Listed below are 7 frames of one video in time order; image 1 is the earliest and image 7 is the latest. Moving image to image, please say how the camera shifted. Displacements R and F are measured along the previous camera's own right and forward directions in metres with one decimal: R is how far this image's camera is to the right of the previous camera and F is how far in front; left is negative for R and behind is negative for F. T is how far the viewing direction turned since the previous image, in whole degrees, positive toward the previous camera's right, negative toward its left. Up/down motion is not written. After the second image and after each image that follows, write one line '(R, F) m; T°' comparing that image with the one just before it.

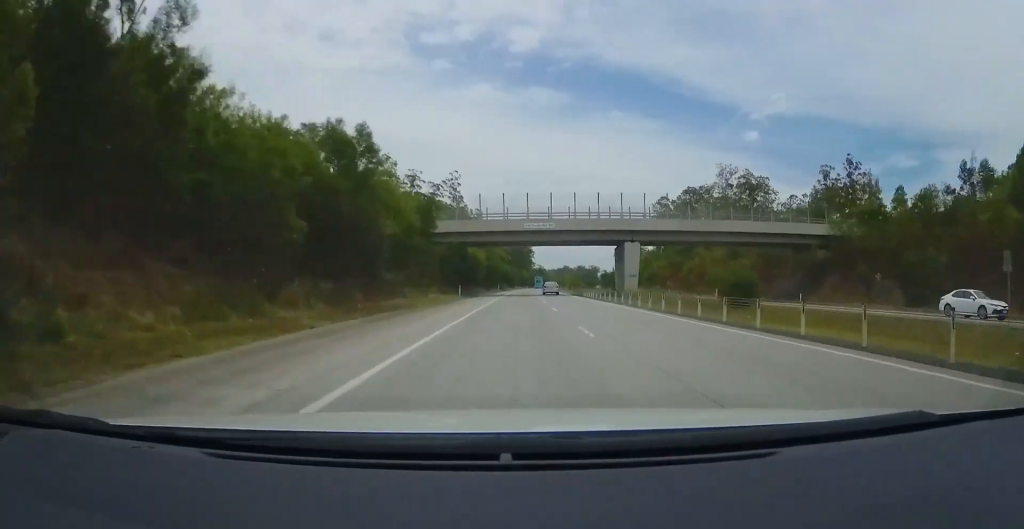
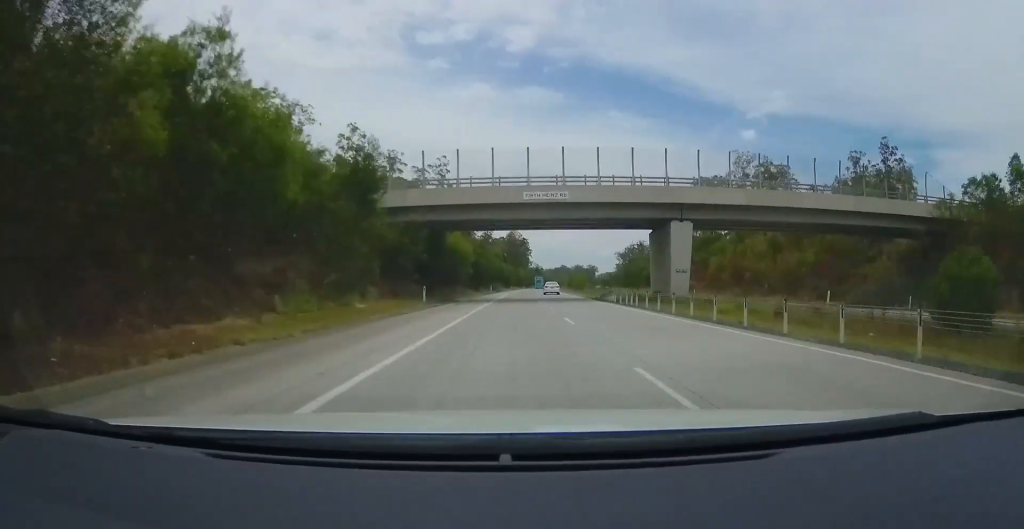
(0.0, +19.6) m; +1°
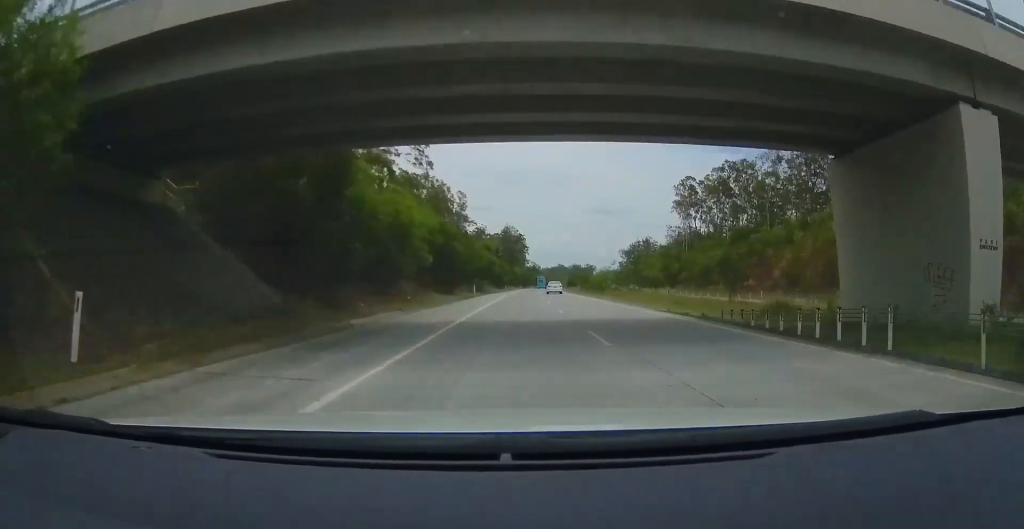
(+0.5, +29.3) m; +1°
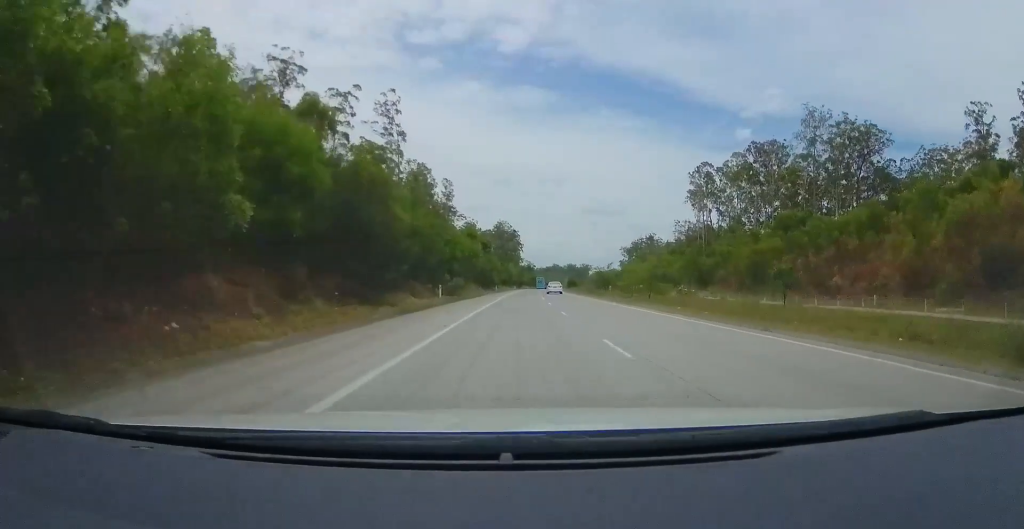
(+0.2, +25.6) m; 0°
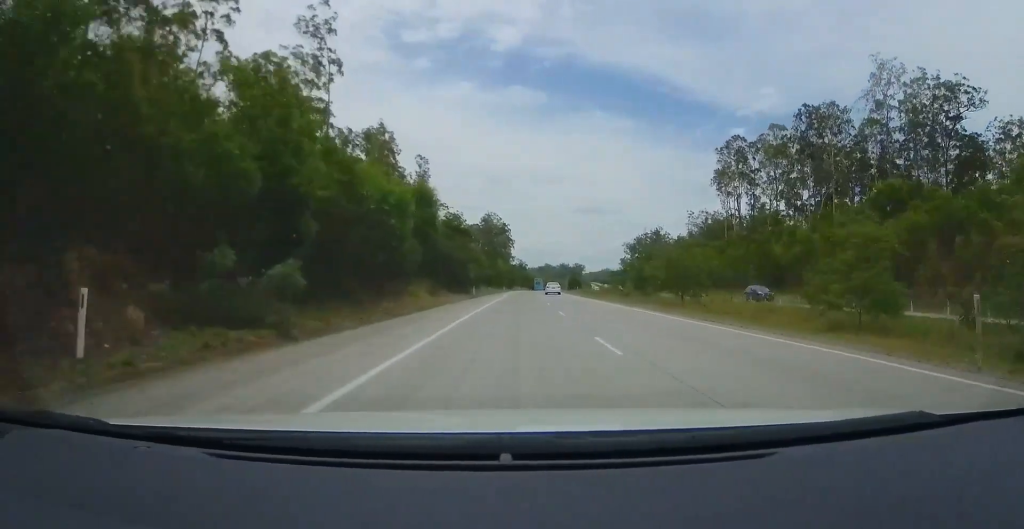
(-0.1, +34.0) m; +1°
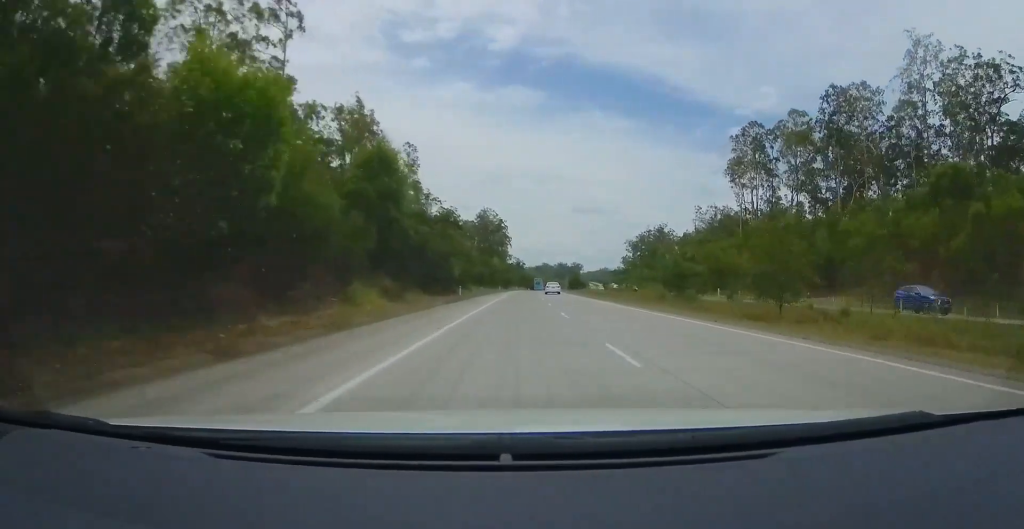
(0.0, +13.3) m; +1°
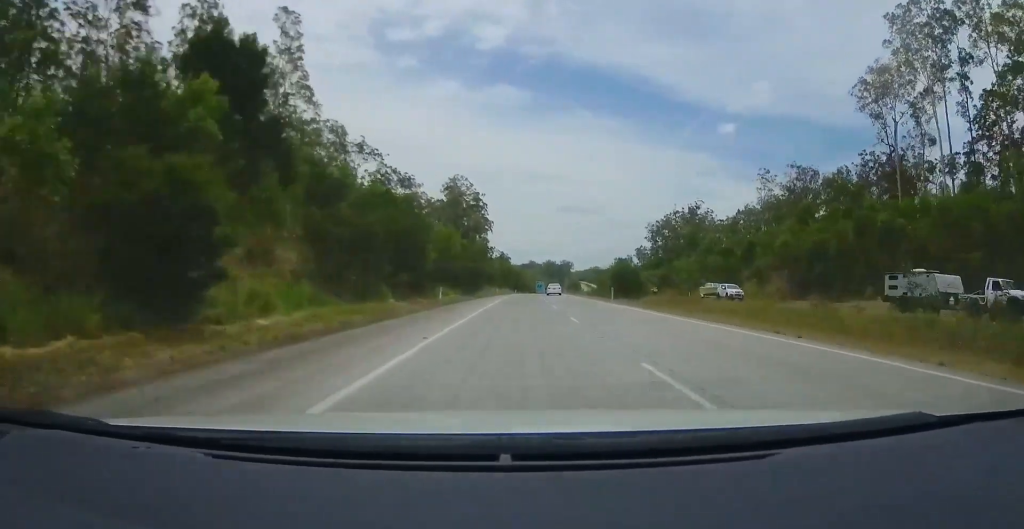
(+0.9, +72.7) m; 0°
